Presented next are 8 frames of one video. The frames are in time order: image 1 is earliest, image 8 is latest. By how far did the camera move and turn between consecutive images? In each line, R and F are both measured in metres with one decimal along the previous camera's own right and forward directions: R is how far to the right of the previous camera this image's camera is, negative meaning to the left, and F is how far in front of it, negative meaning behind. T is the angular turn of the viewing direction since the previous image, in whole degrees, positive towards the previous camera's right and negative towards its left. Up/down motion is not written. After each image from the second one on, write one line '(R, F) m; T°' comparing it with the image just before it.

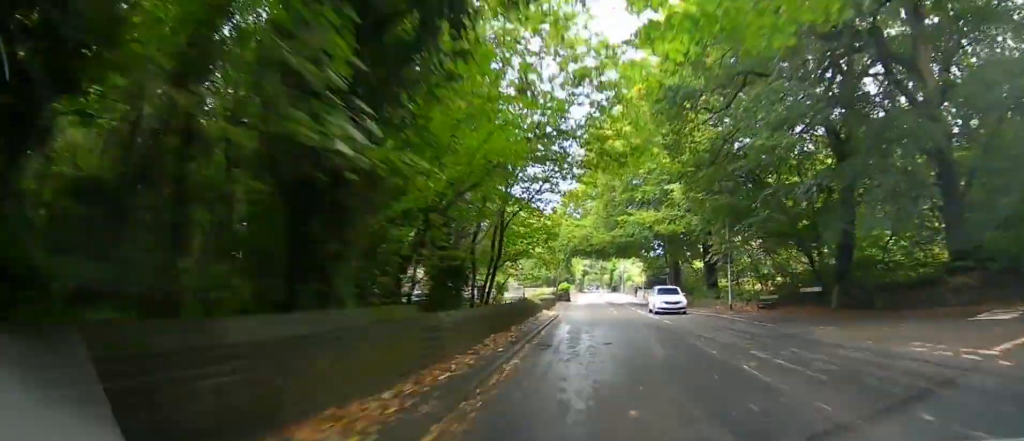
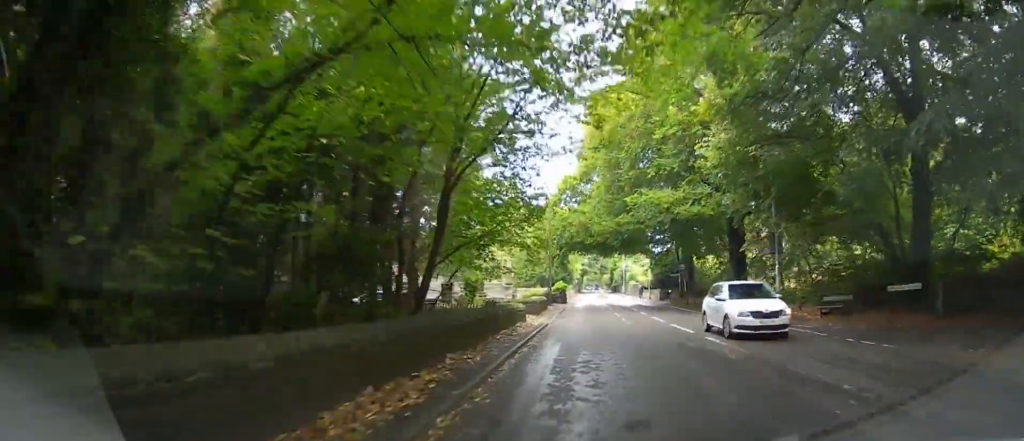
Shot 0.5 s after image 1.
(-0.3, +7.9) m; -1°
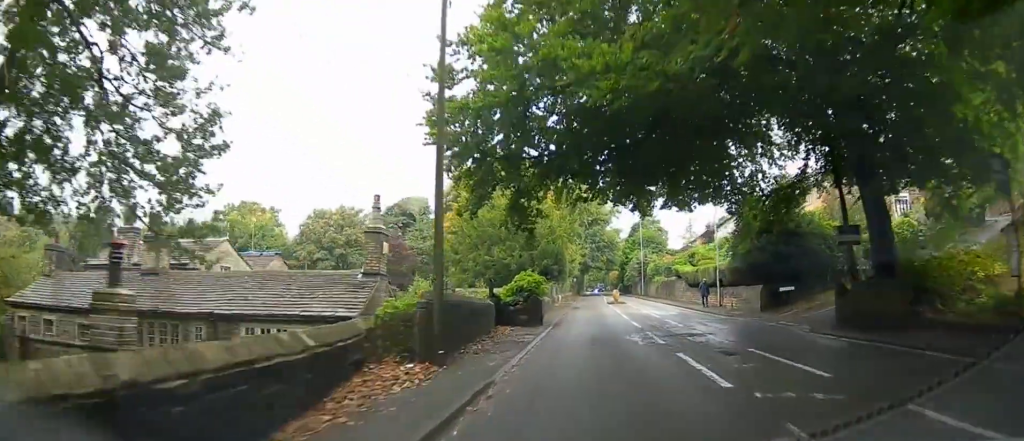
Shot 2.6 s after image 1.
(-0.1, +33.4) m; +1°
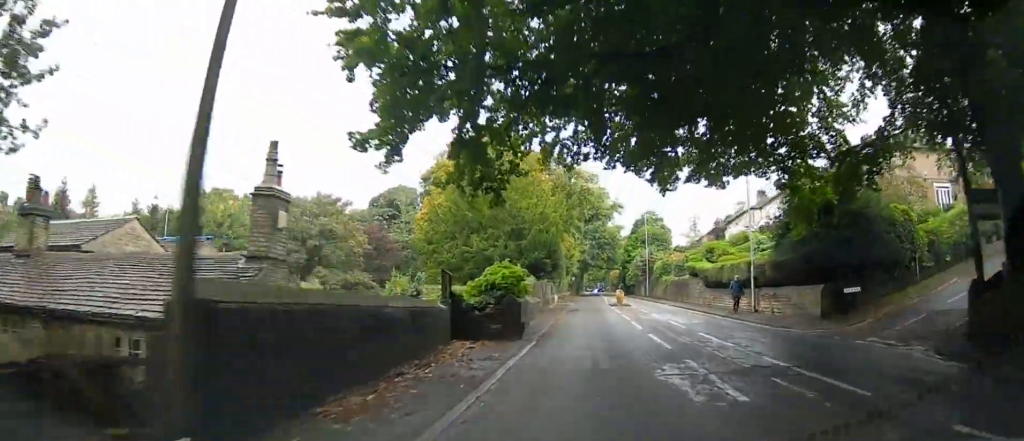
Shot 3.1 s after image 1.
(-0.1, +6.8) m; +1°
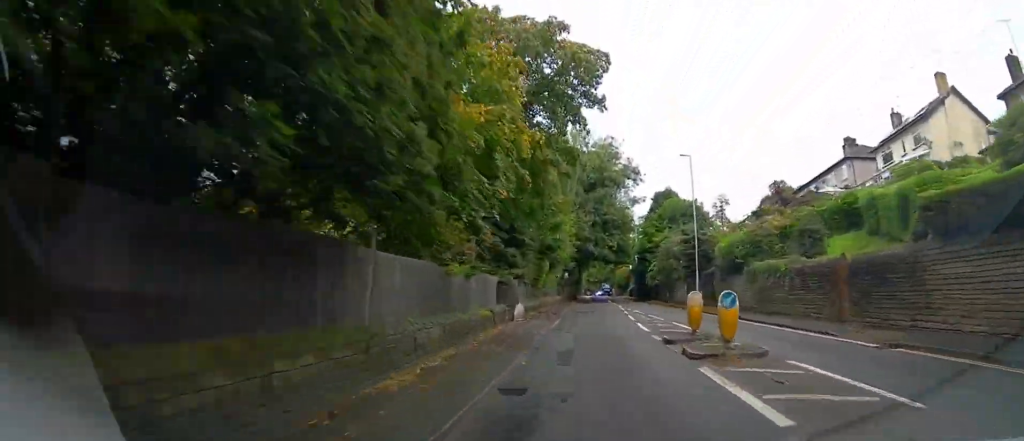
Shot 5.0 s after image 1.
(+0.1, +30.3) m; -1°
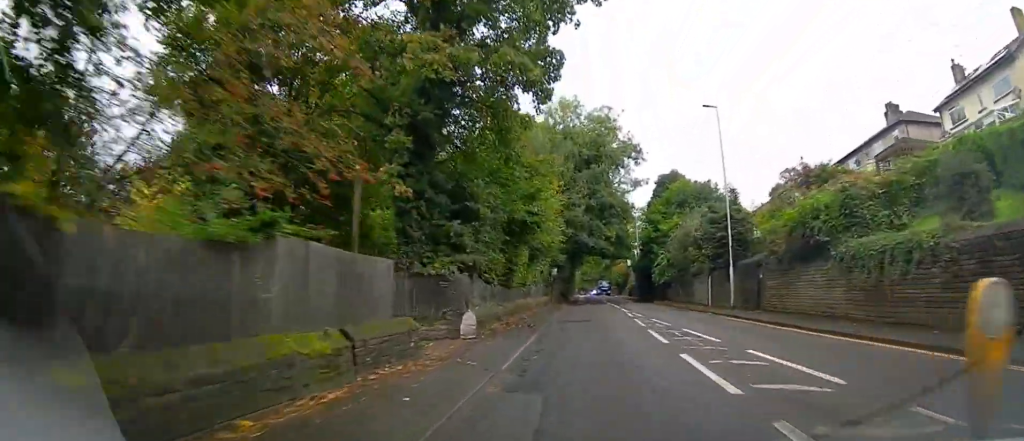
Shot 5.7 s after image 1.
(0.0, +10.2) m; 0°
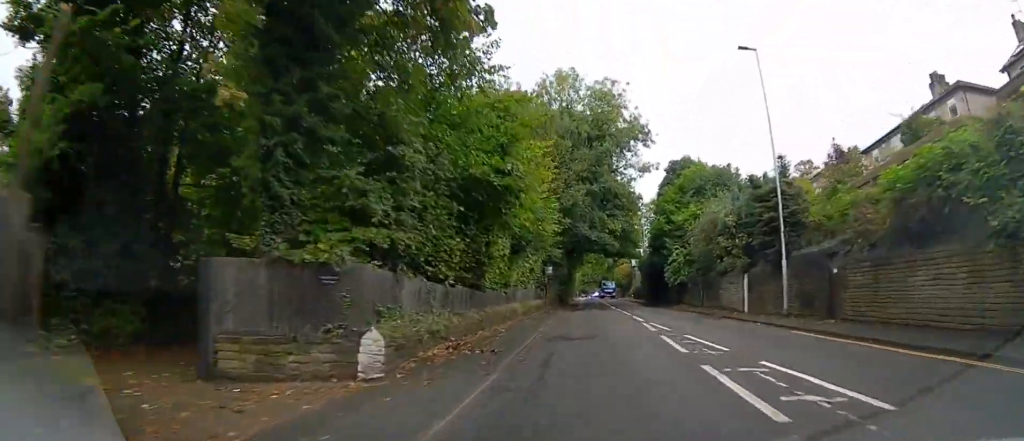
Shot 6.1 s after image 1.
(0.0, +7.4) m; 0°
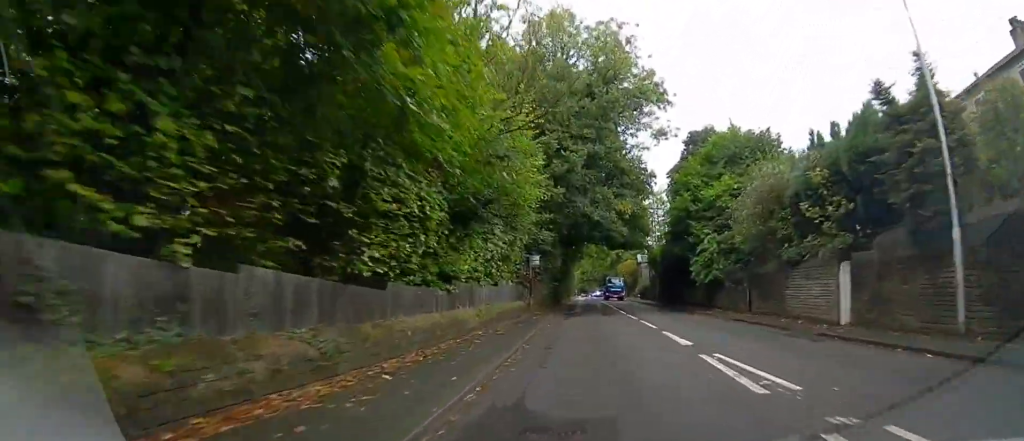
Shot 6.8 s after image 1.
(0.0, +10.2) m; +1°
